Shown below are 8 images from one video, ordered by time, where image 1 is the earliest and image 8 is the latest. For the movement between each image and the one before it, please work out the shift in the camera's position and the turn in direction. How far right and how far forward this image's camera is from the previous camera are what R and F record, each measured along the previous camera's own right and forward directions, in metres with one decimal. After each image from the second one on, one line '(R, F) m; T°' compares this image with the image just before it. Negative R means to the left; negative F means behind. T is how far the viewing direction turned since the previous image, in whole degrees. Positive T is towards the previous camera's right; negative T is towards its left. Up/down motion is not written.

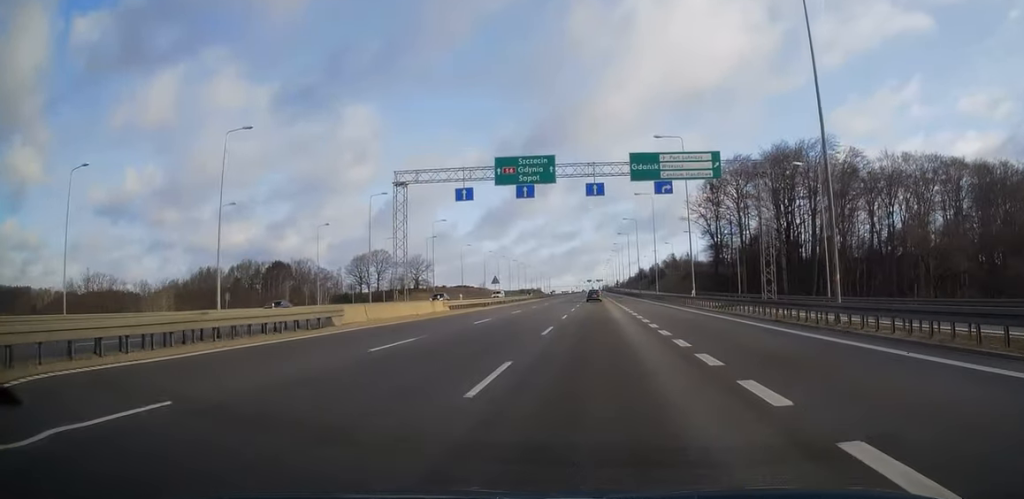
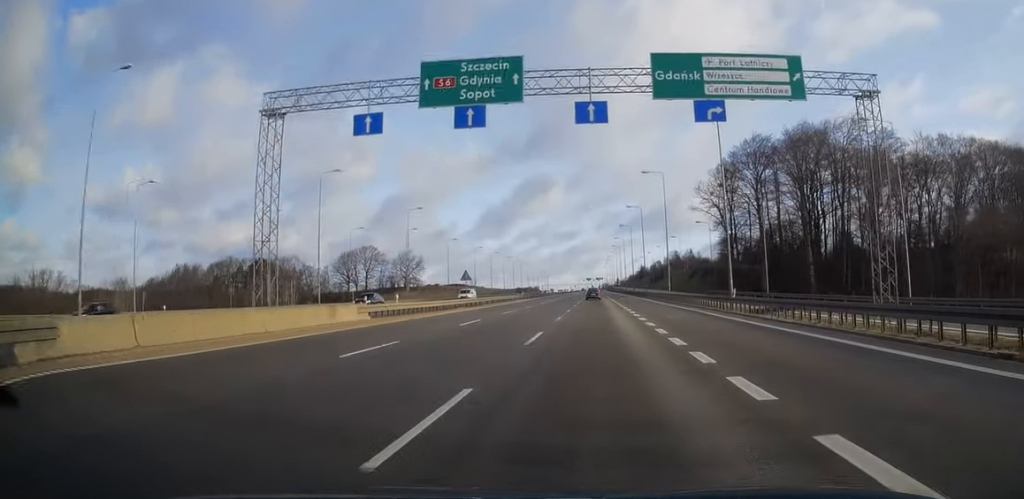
(-0.1, +15.6) m; 0°
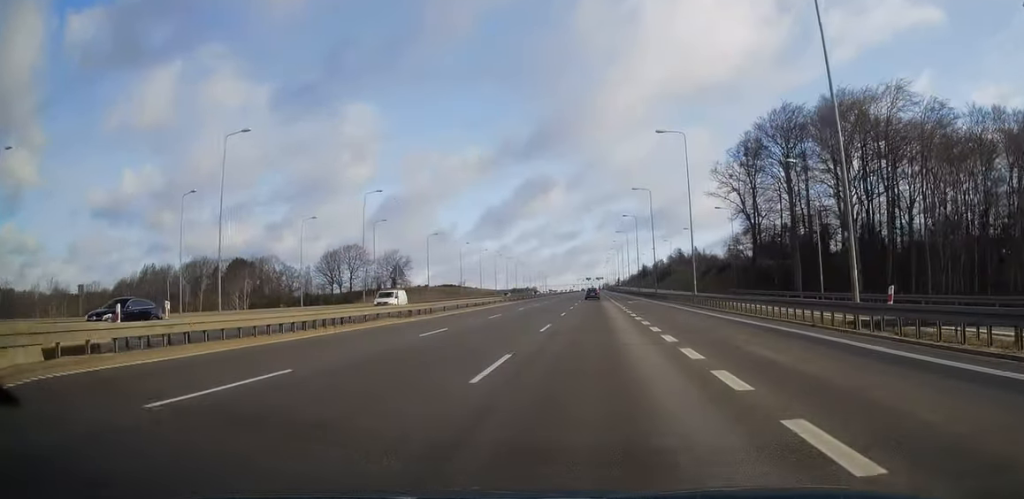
(0.0, +19.1) m; 0°
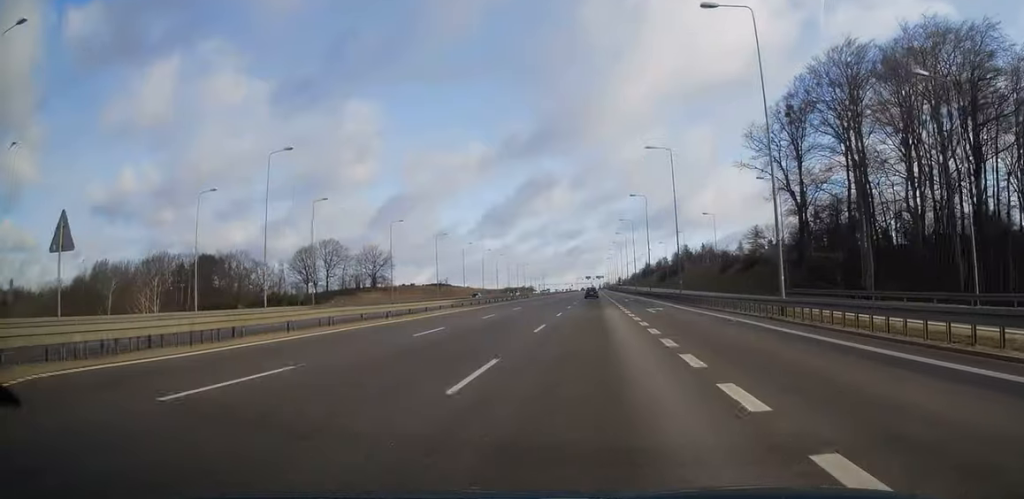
(0.0, +25.2) m; 0°
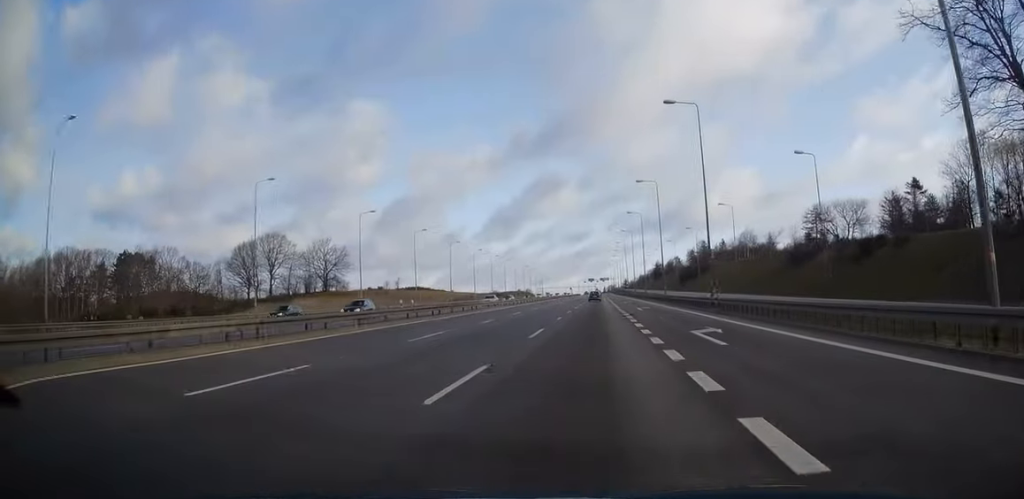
(-0.2, +48.4) m; 0°
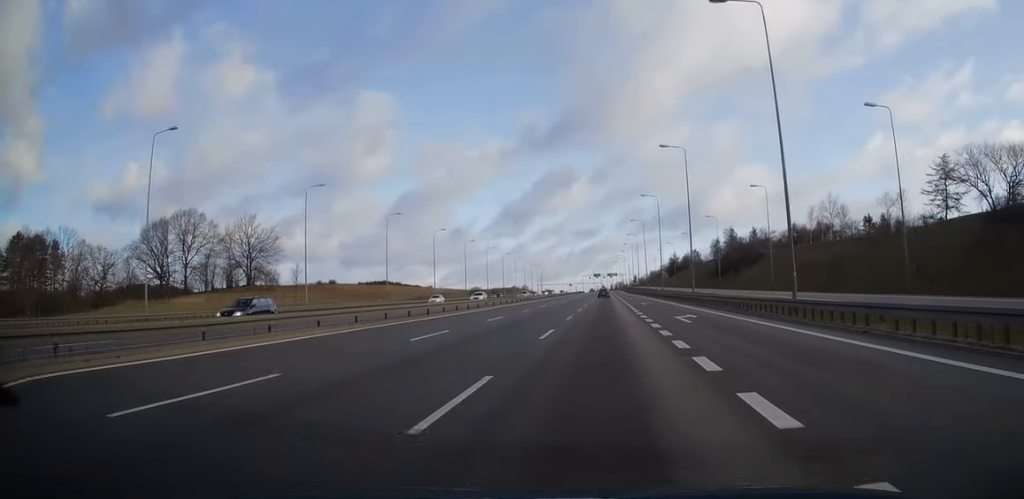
(-0.2, +50.1) m; 0°
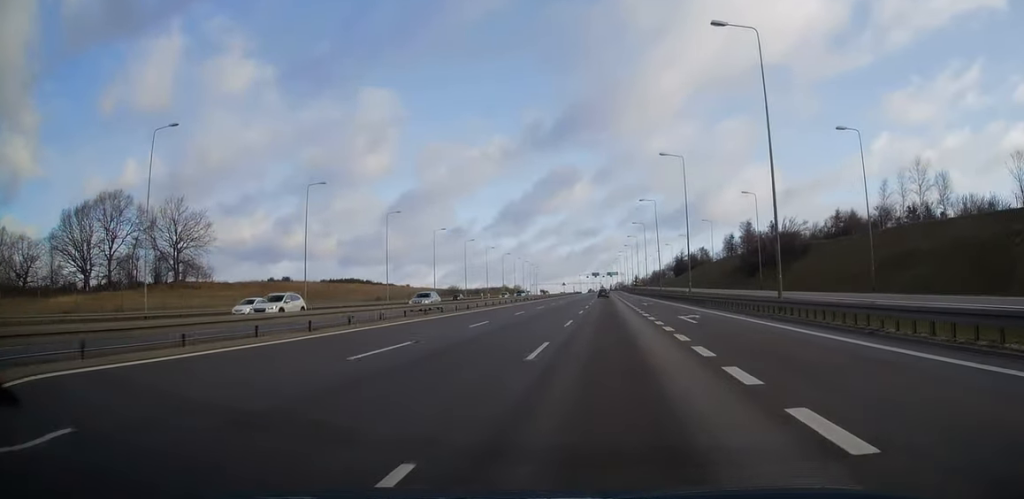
(0.0, +29.3) m; 0°
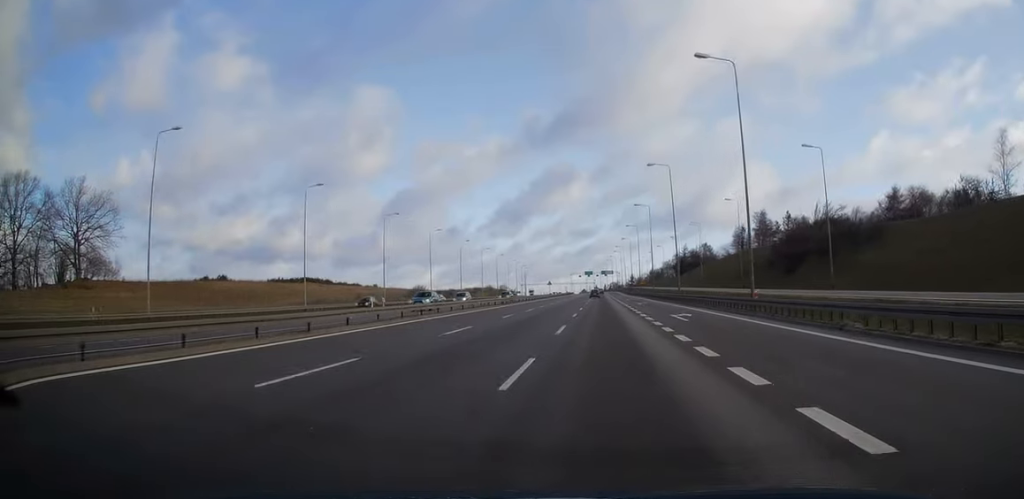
(+0.1, +27.8) m; 0°
